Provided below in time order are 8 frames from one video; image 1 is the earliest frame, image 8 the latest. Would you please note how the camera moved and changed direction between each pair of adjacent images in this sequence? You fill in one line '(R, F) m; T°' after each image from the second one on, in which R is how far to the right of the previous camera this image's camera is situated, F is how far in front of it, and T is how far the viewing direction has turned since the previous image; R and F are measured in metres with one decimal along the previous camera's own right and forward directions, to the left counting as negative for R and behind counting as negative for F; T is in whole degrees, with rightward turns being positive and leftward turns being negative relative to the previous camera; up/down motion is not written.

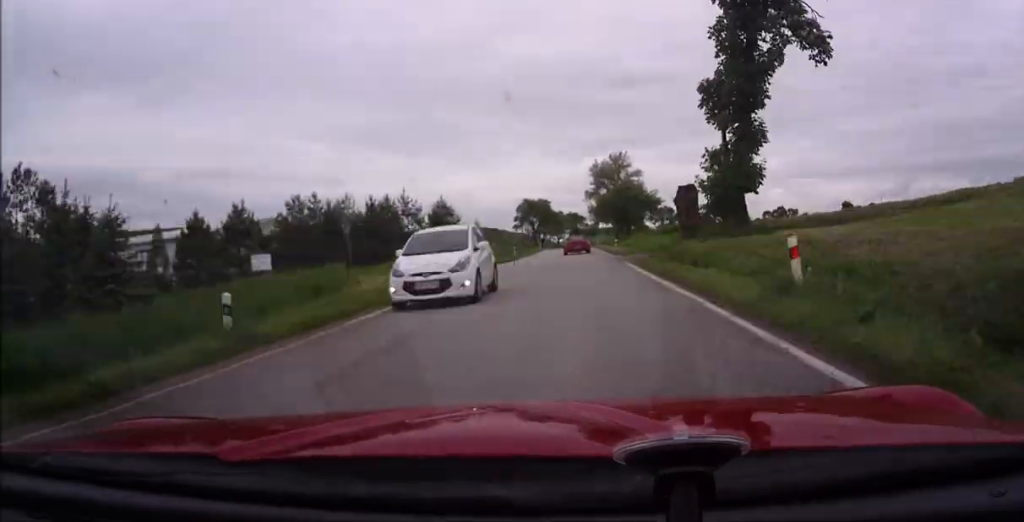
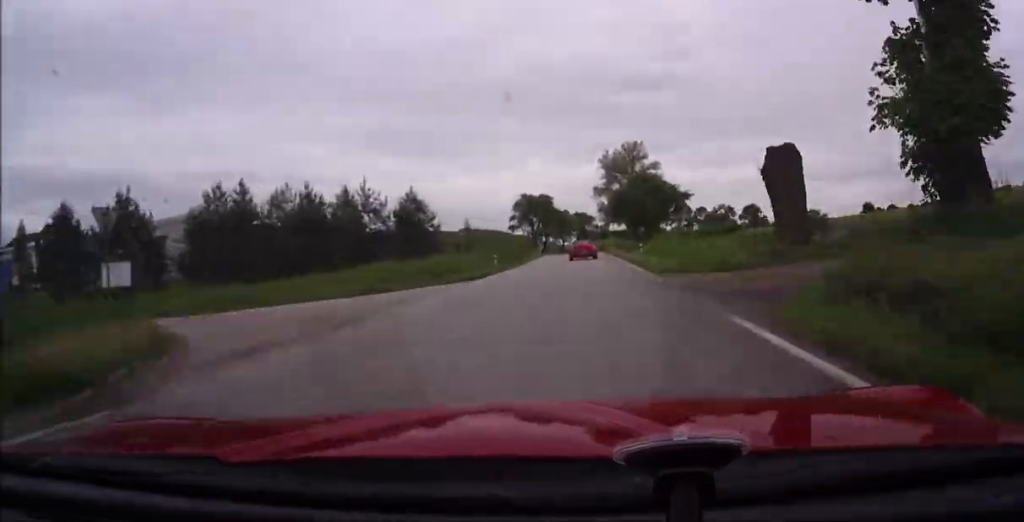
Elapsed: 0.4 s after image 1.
(0.0, +17.4) m; 0°
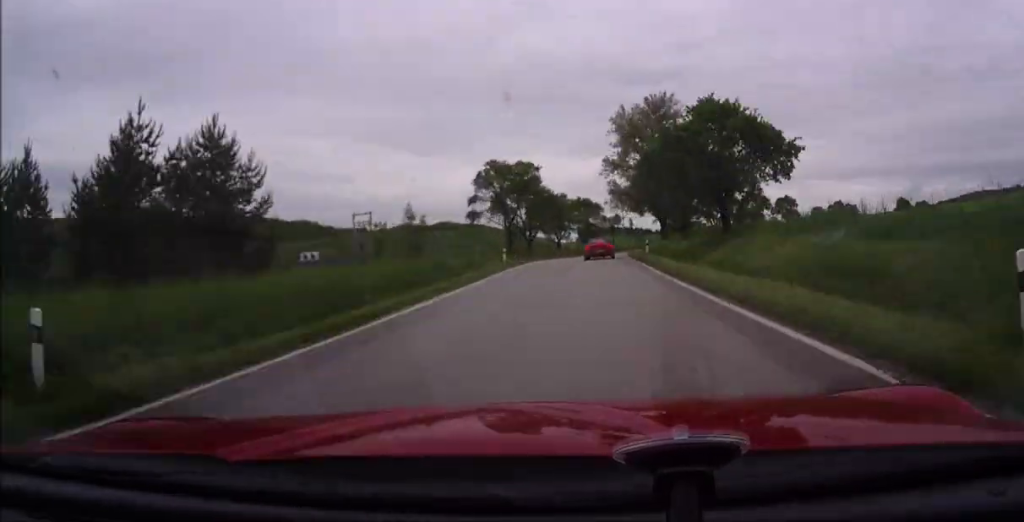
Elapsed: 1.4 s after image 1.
(0.0, +35.3) m; -5°
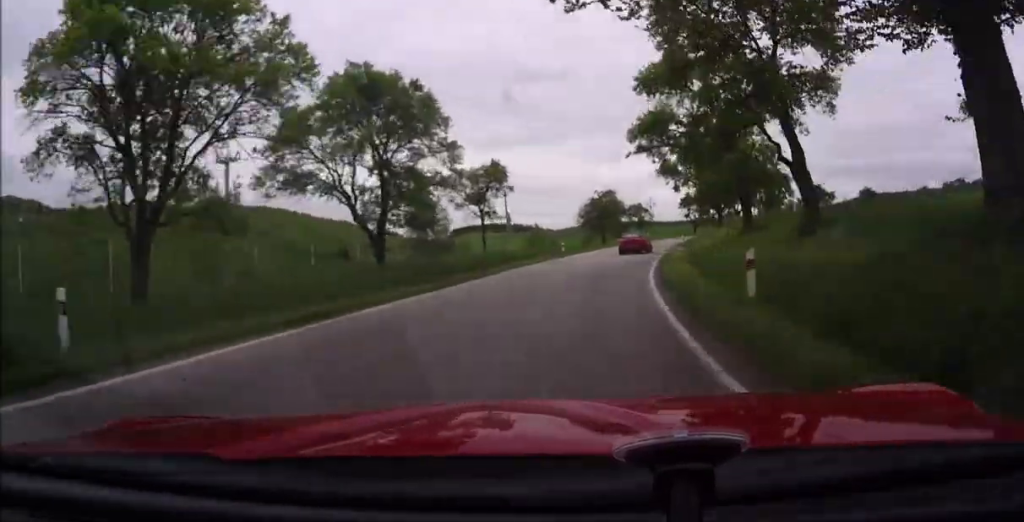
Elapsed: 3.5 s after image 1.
(-7.8, +73.4) m; 0°
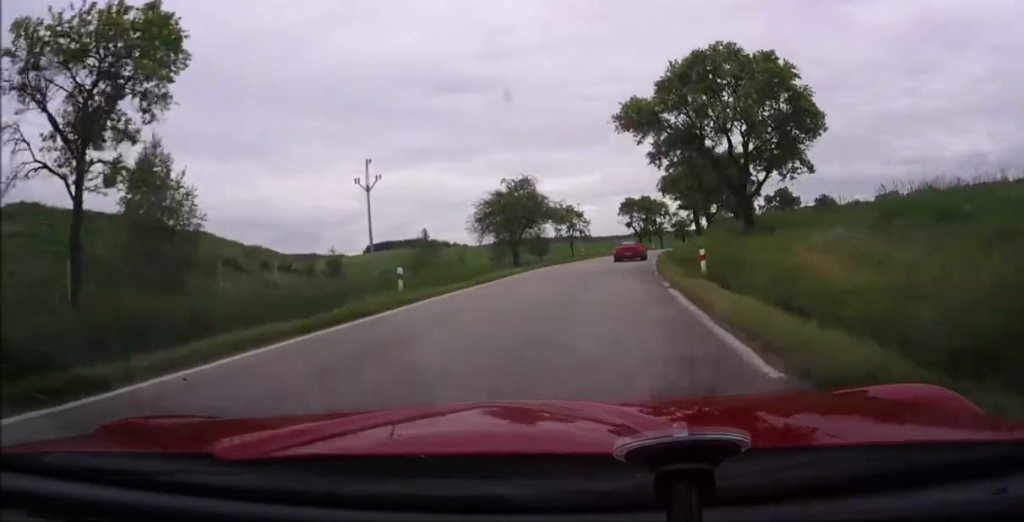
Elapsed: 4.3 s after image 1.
(+3.4, +27.0) m; +9°
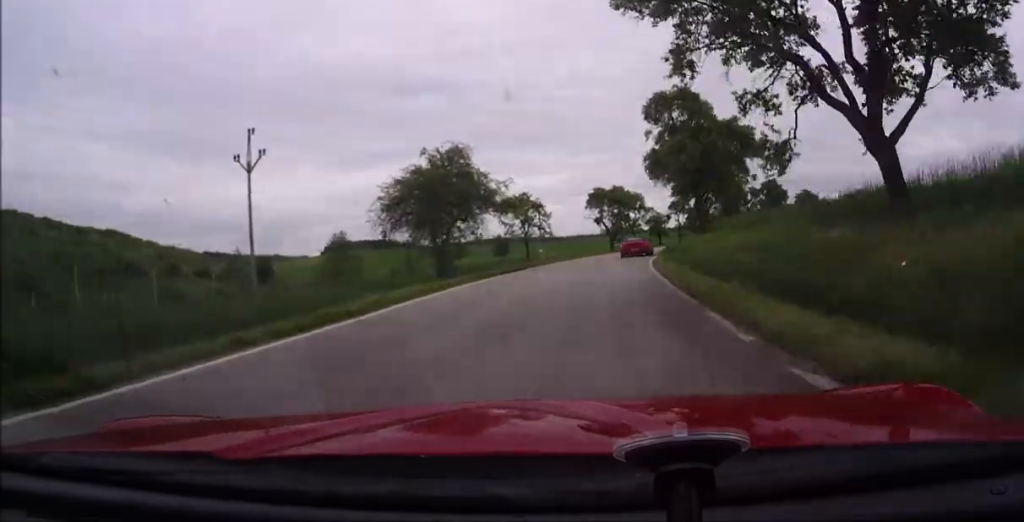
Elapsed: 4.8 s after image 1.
(+0.7, +13.9) m; +5°
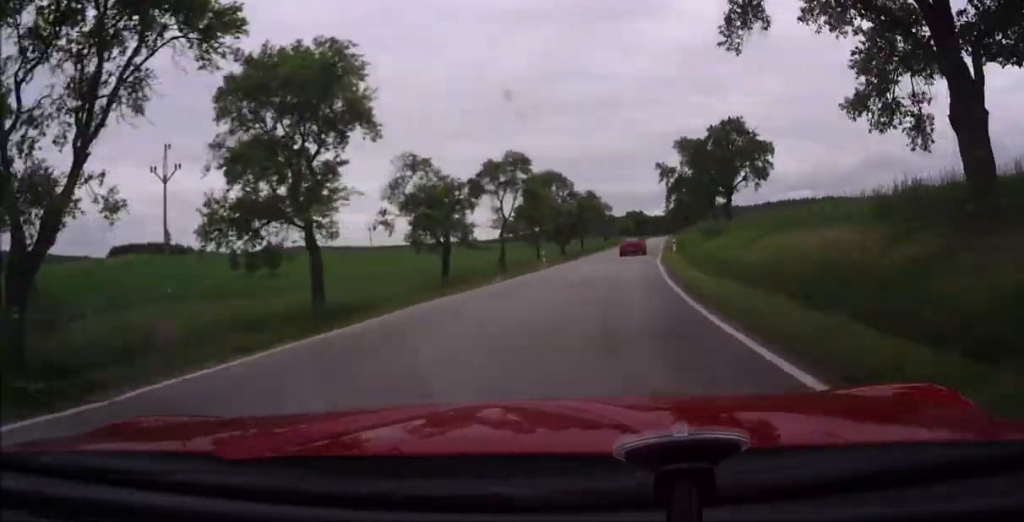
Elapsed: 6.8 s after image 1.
(+10.6, +59.9) m; +15°
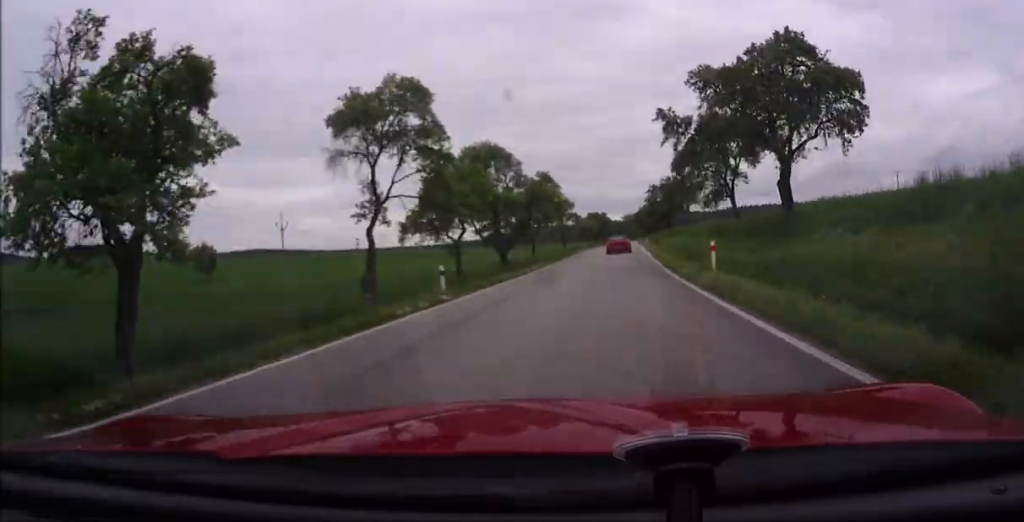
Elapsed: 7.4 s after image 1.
(-0.1, +18.7) m; +1°
